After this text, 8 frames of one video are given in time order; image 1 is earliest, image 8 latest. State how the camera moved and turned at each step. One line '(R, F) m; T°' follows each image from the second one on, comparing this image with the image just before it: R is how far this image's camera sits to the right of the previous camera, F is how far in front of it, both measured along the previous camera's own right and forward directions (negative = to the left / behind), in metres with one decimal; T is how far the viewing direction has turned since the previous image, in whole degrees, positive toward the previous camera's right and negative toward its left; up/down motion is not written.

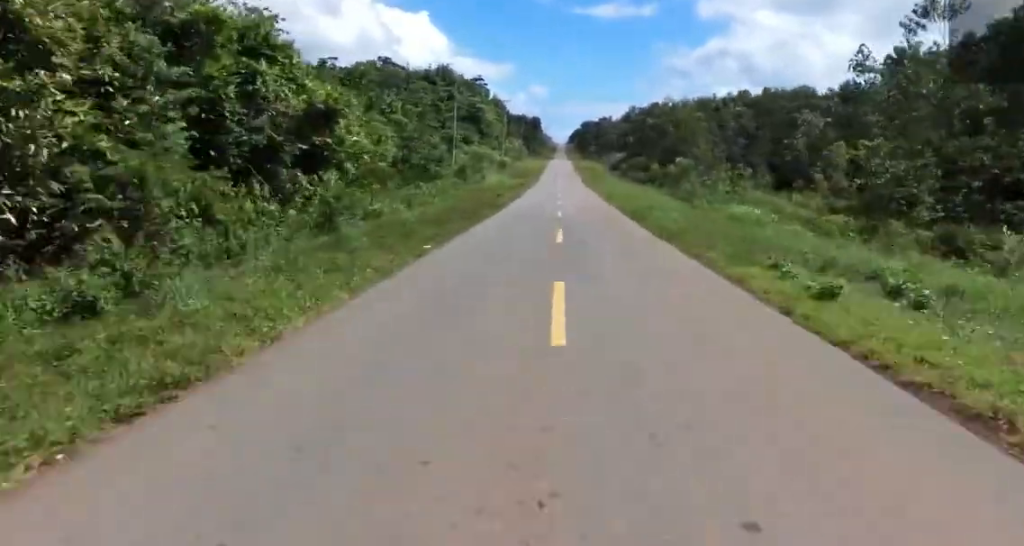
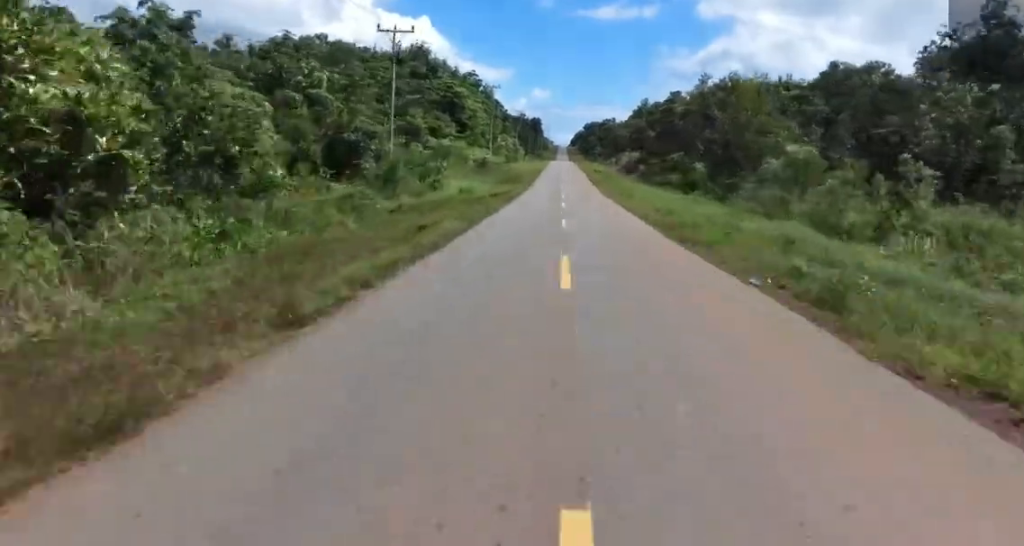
(0.0, +22.7) m; 0°
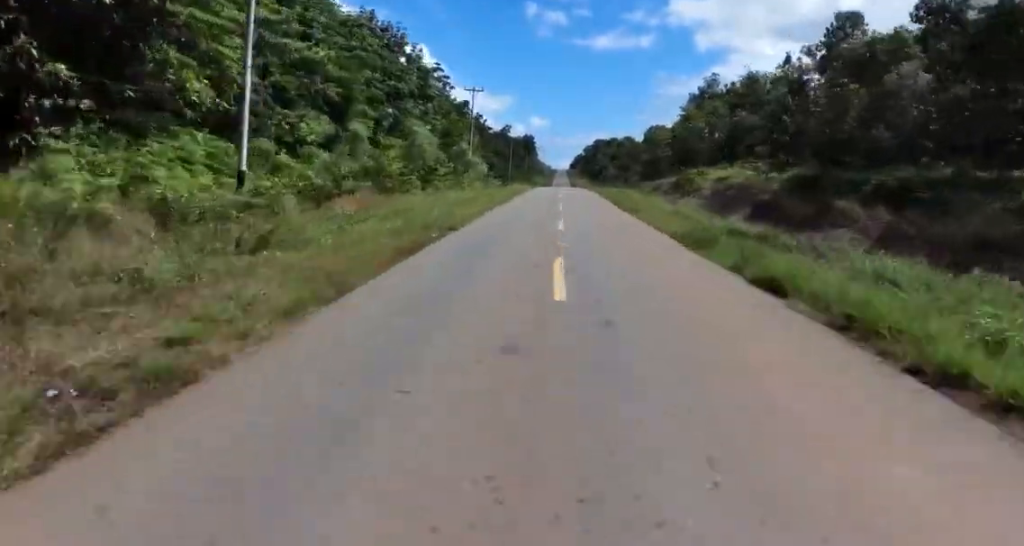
(-0.7, +66.9) m; -1°
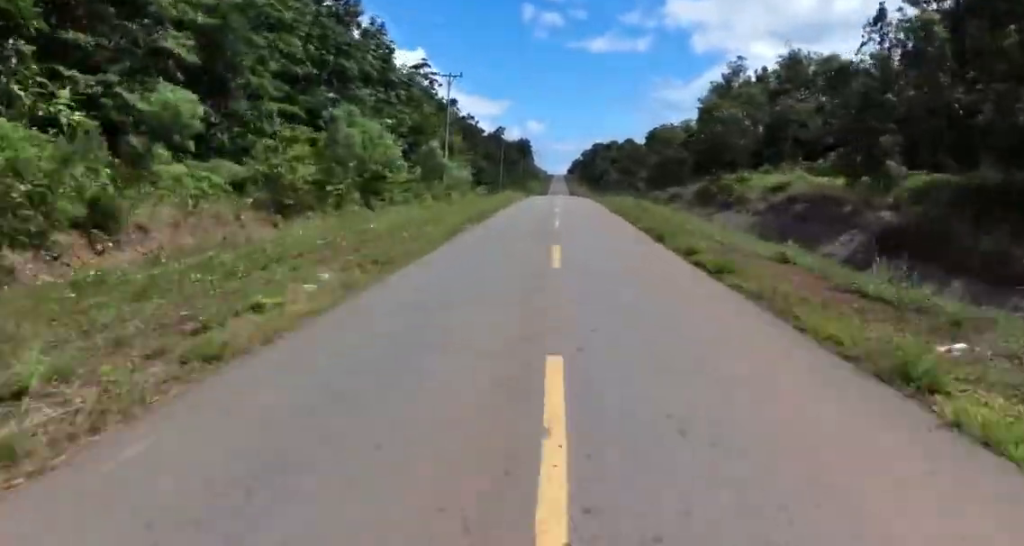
(-0.4, +13.0) m; +1°
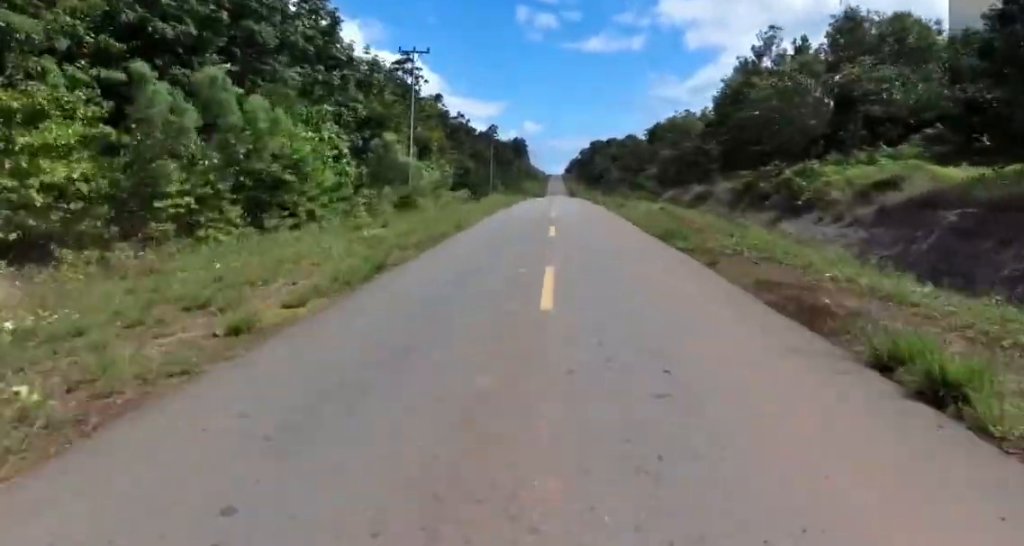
(+0.6, +11.9) m; +1°
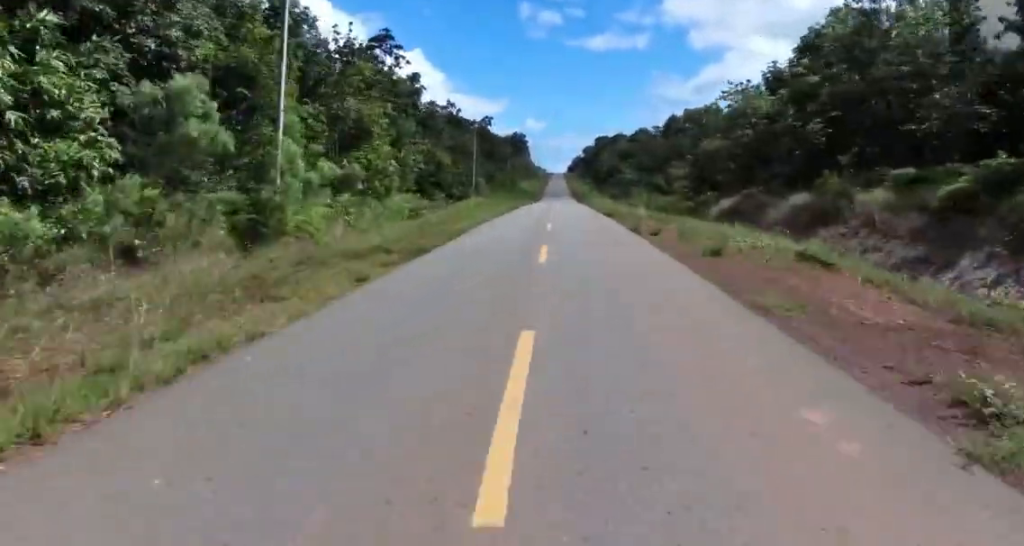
(+0.5, +21.9) m; +1°
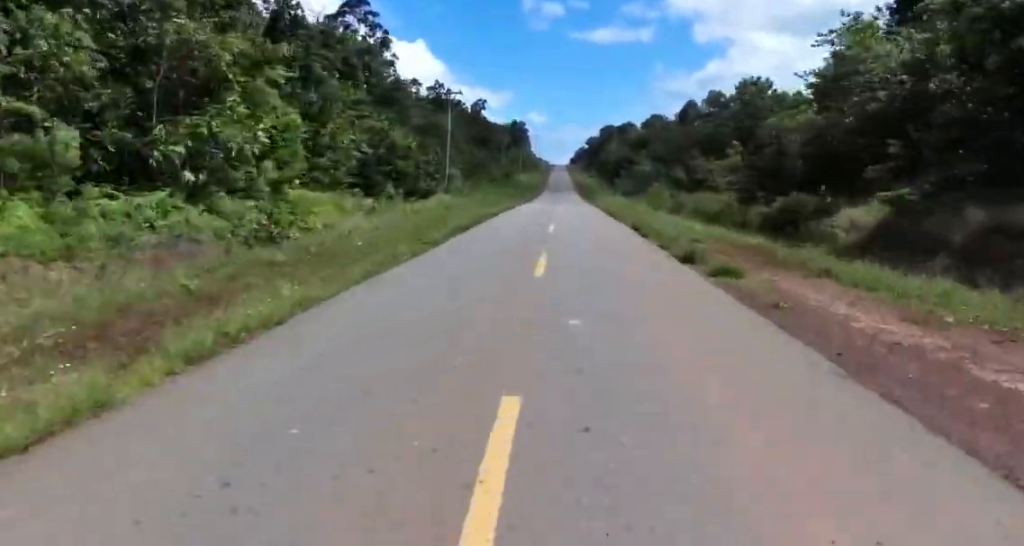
(-0.3, +17.2) m; 0°
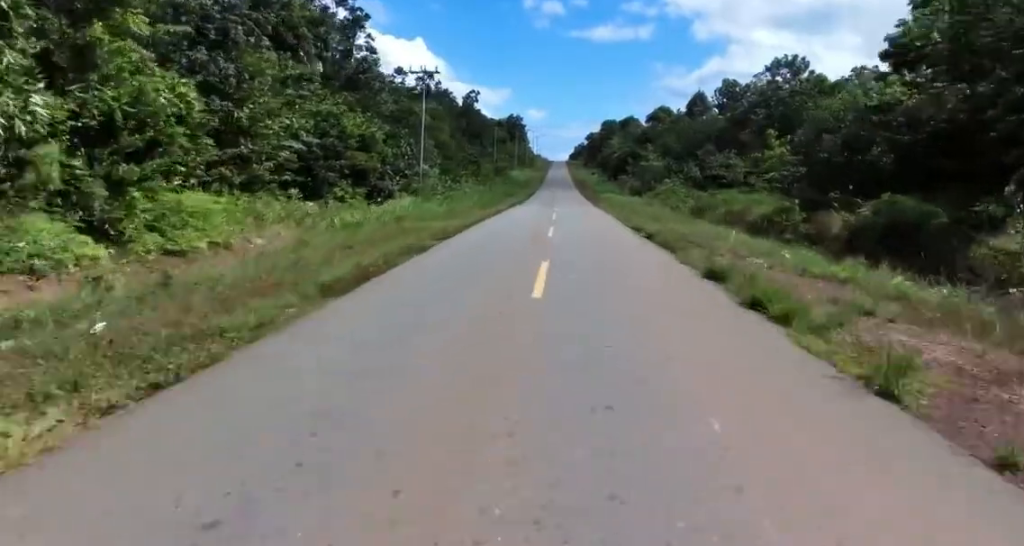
(+0.1, +10.9) m; 0°
